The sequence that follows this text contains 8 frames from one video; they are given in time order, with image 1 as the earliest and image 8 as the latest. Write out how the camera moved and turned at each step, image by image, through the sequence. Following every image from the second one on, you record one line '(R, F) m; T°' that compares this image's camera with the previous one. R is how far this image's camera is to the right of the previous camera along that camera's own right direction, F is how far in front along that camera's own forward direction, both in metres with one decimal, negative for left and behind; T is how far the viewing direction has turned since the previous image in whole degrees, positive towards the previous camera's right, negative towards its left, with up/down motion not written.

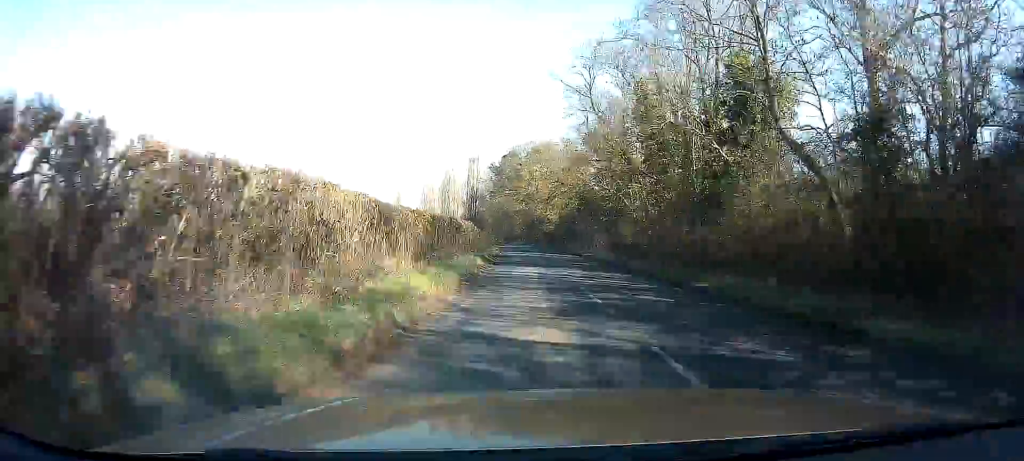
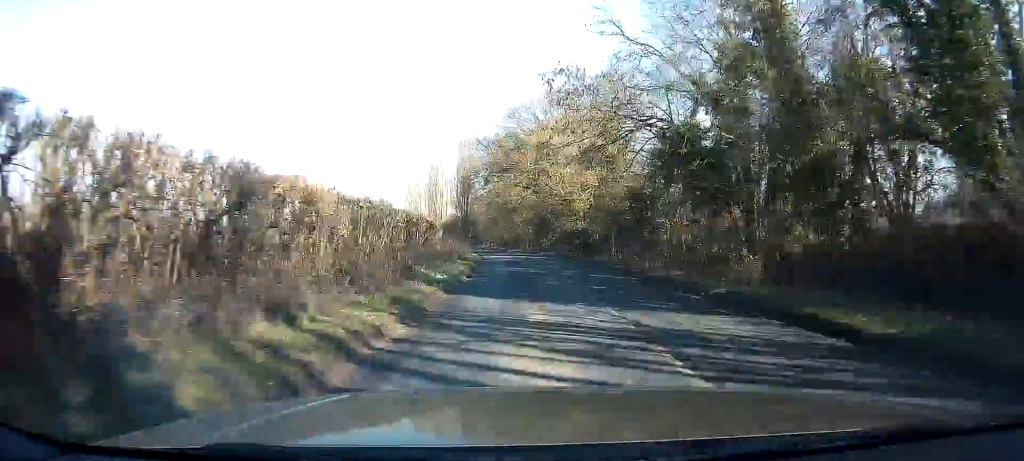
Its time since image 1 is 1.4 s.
(-0.5, +36.2) m; -2°
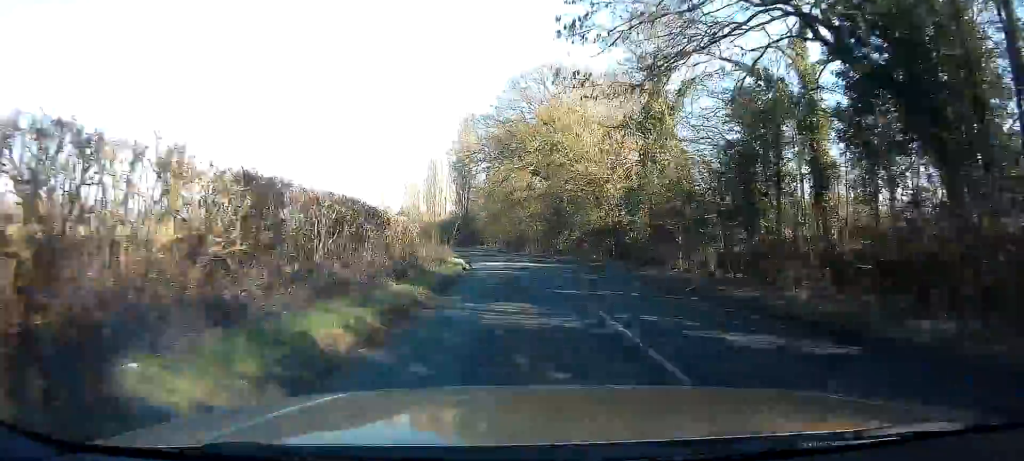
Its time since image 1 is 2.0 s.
(-0.1, +14.3) m; -1°
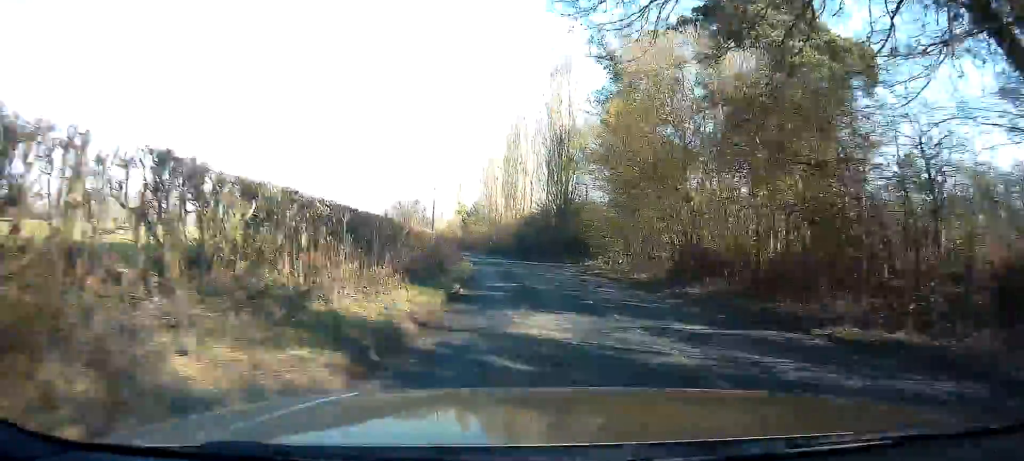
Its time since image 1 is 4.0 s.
(-1.7, +49.1) m; -6°
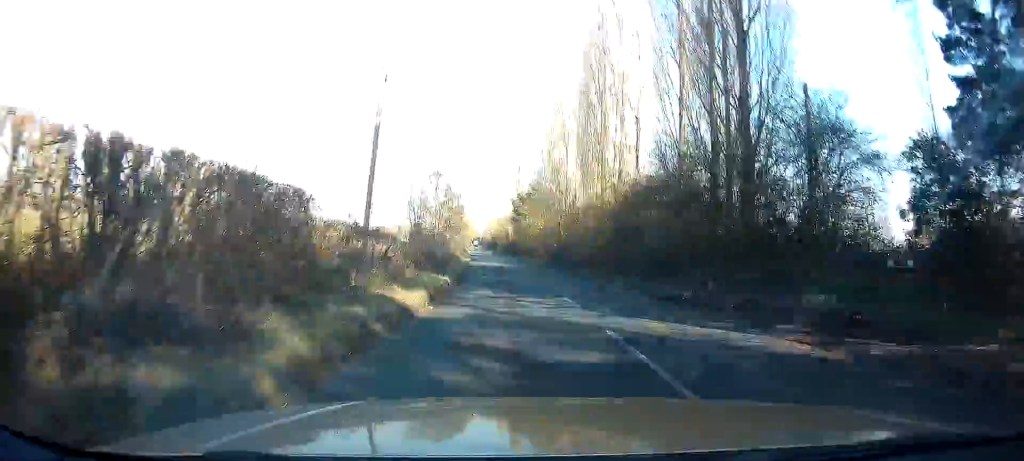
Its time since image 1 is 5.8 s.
(-2.7, +42.9) m; -8°
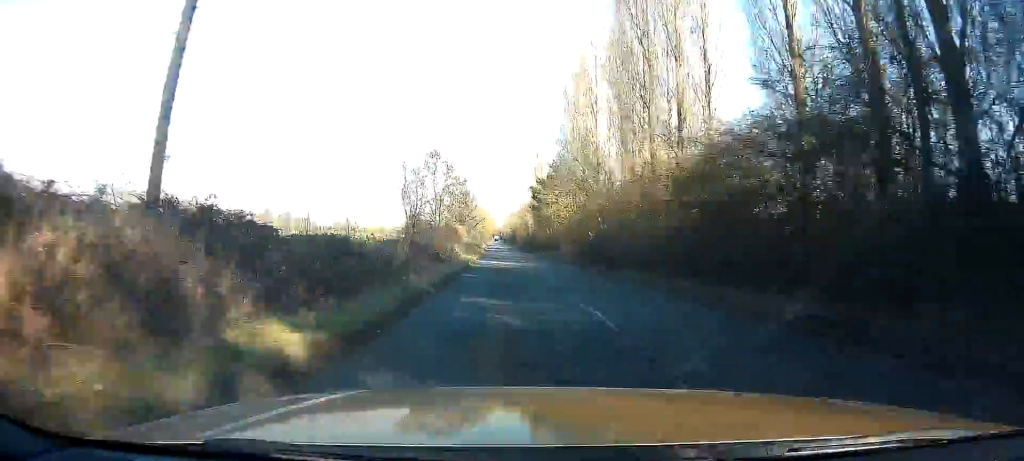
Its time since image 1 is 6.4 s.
(-0.5, +14.0) m; -4°
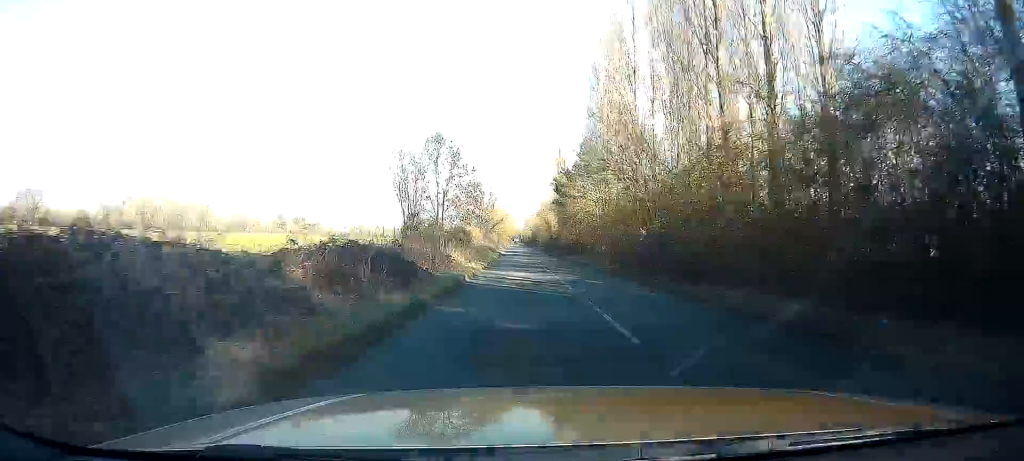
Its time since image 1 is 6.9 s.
(-0.3, +10.2) m; -2°
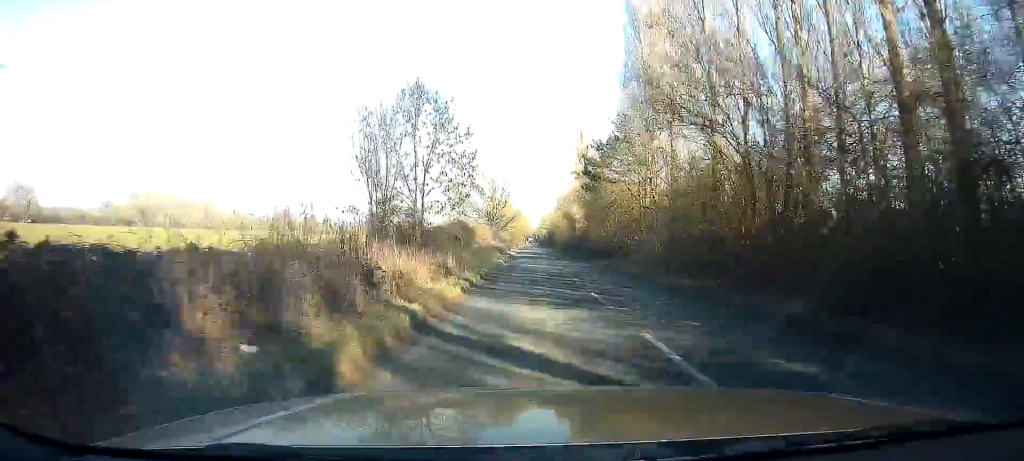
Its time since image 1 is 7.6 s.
(-0.5, +14.5) m; -2°
